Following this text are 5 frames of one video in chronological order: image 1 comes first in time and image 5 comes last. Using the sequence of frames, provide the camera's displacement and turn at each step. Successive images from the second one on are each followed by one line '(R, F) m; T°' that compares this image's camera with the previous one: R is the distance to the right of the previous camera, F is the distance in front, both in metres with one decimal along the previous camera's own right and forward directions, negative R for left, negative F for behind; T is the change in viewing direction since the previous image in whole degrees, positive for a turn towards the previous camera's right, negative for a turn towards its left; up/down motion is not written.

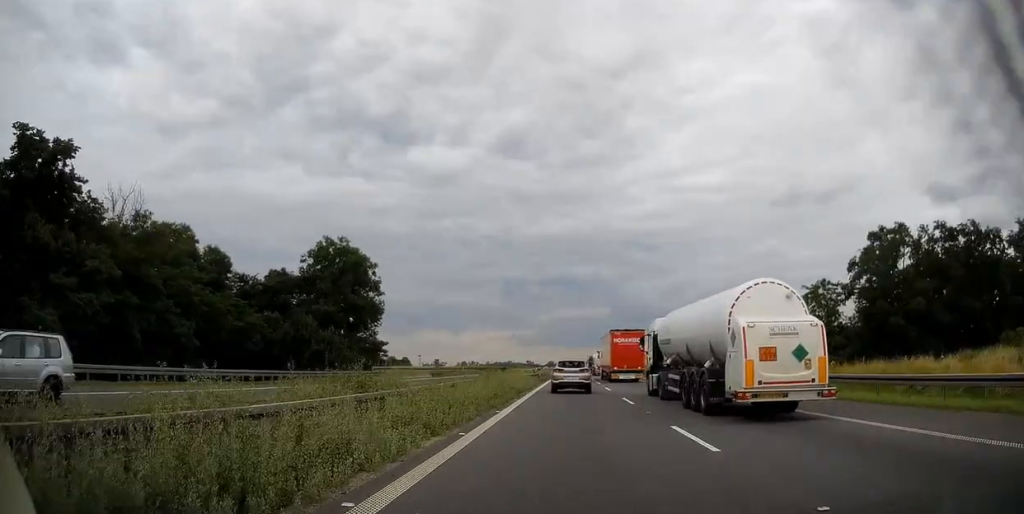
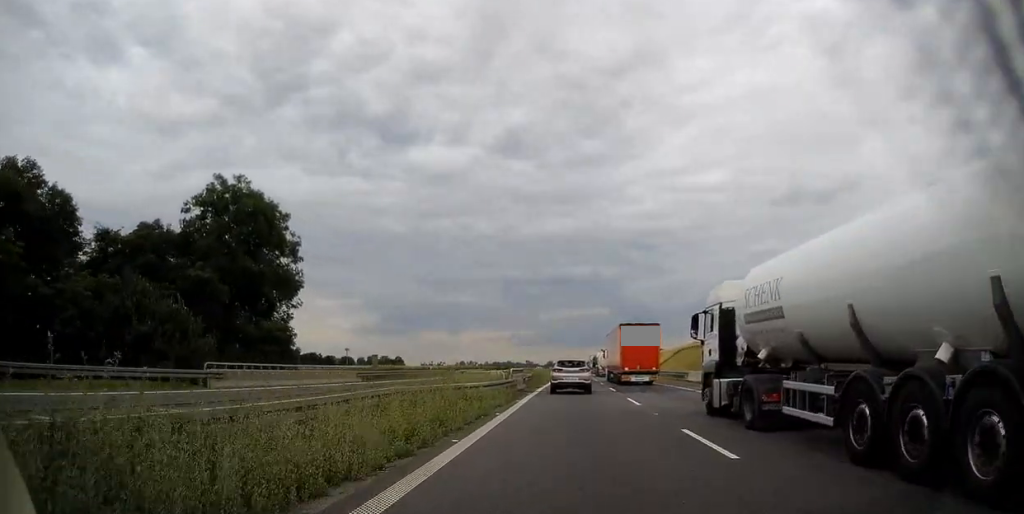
(+0.1, +24.5) m; -1°
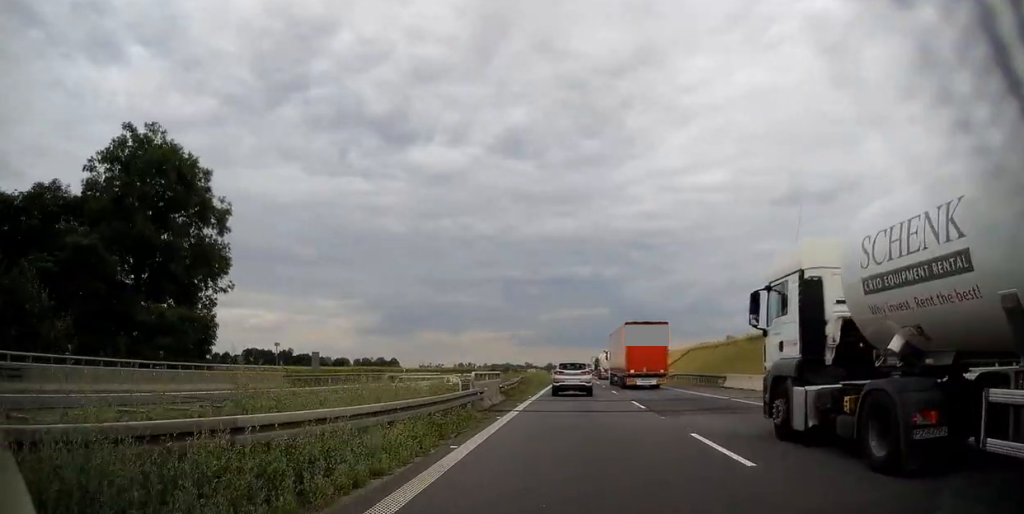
(-0.1, +12.5) m; 0°
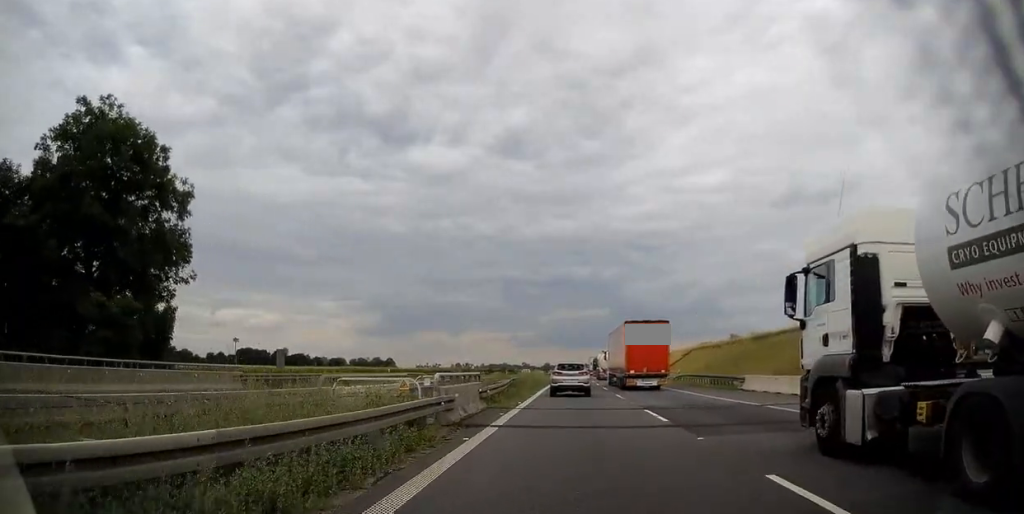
(0.0, +4.8) m; 0°
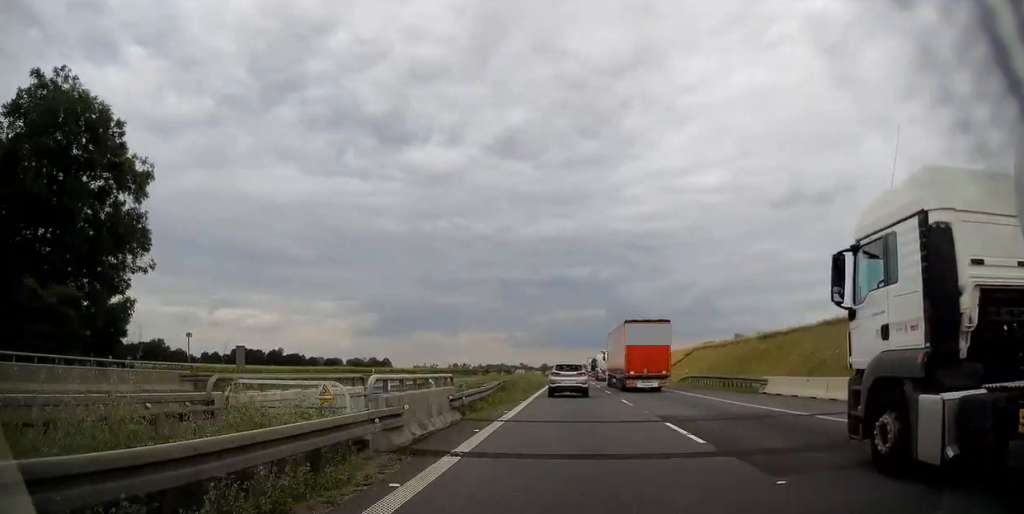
(0.0, +4.4) m; +1°
